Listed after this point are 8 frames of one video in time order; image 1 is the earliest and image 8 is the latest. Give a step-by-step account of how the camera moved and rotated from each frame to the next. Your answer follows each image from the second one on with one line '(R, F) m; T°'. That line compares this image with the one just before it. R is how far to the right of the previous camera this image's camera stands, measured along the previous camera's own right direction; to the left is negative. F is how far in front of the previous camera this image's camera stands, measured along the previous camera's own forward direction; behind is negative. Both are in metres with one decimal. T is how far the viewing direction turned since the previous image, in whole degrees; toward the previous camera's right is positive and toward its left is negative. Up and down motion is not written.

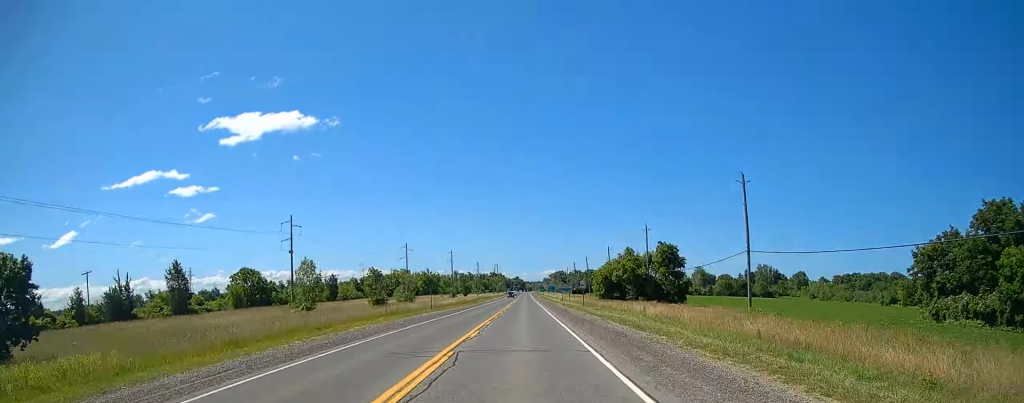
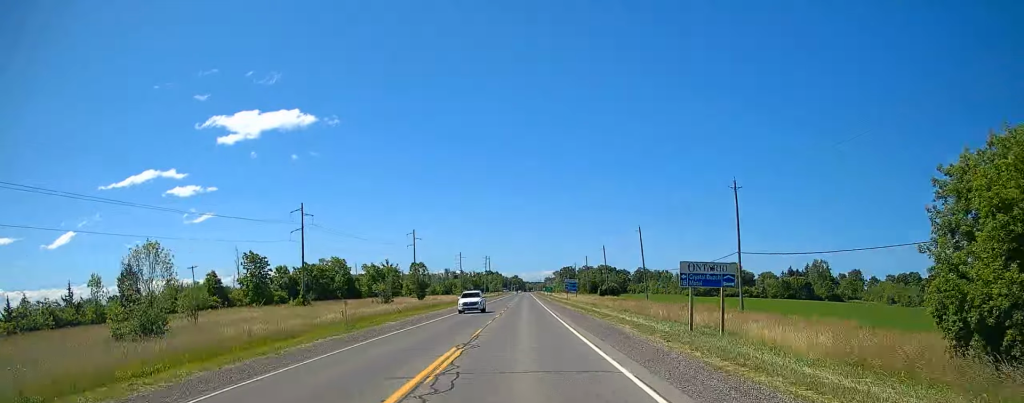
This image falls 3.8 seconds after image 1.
(0.0, +96.2) m; 0°
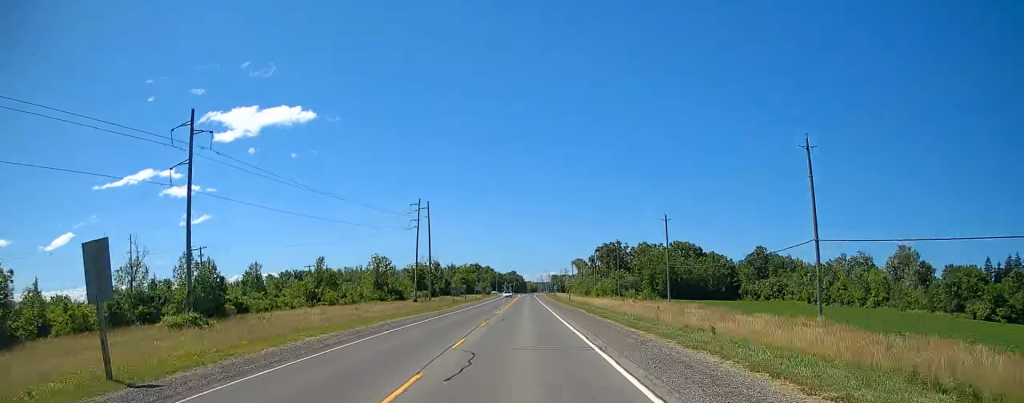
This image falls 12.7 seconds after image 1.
(-0.1, +212.6) m; 0°
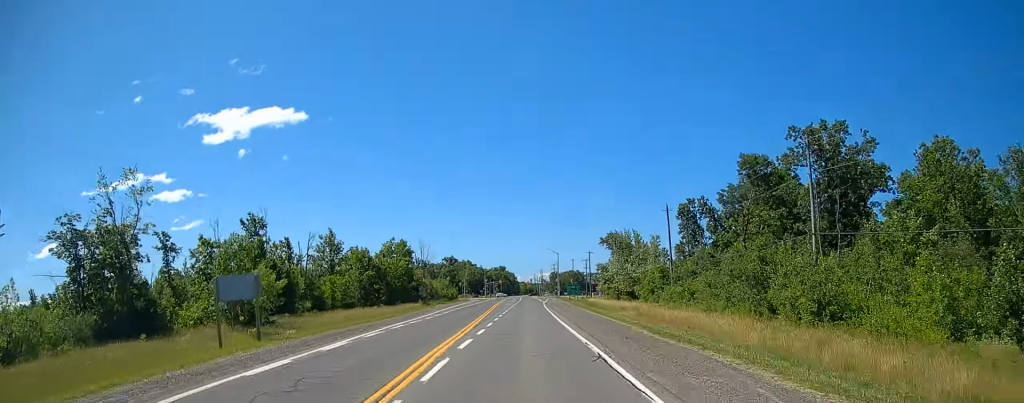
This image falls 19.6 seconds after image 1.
(+0.9, +145.0) m; +1°
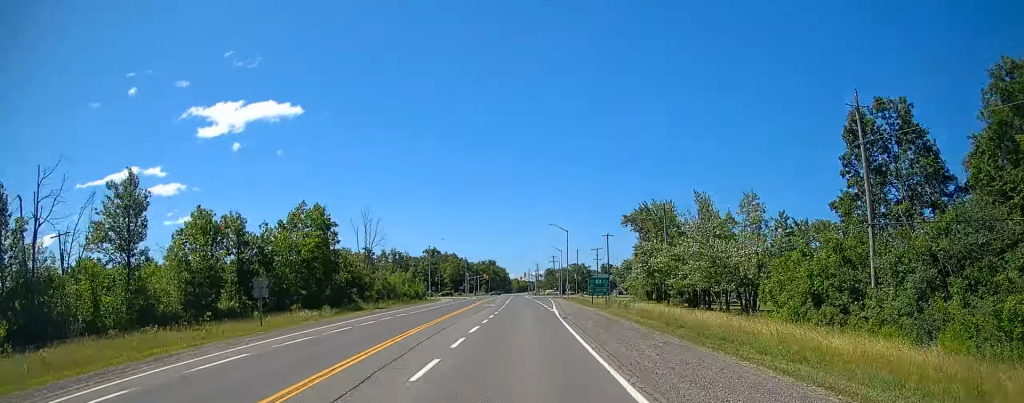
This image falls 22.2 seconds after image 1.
(+0.2, +49.1) m; +1°
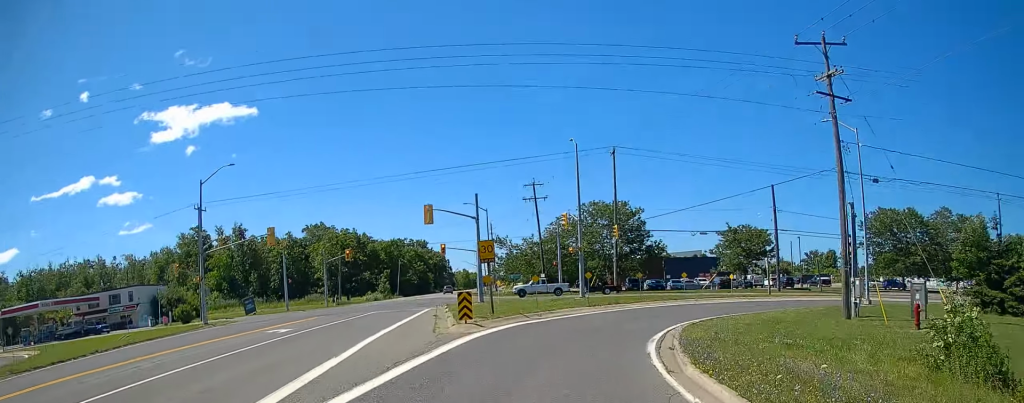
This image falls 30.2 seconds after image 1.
(+17.0, +123.7) m; +37°
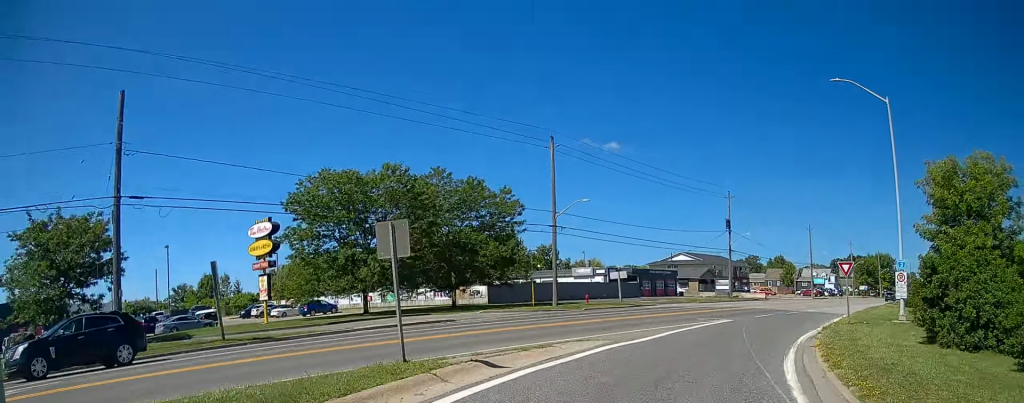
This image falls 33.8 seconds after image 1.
(+9.9, +46.2) m; +34°
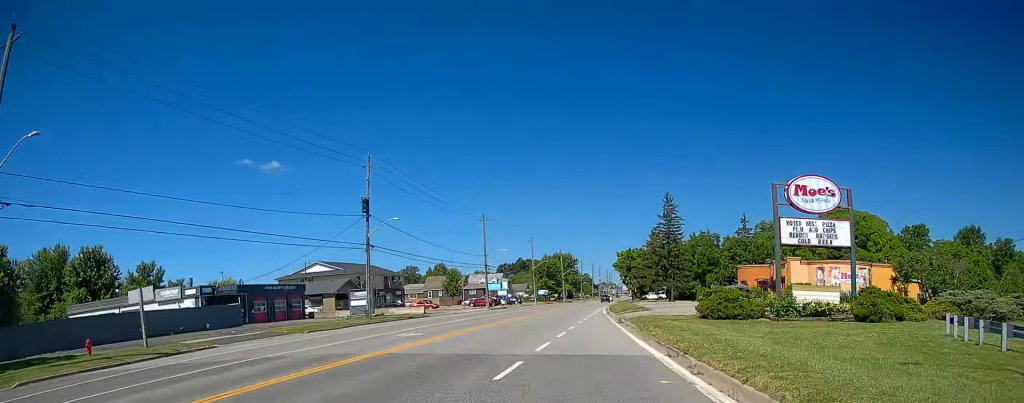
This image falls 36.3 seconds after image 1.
(+13.3, +34.0) m; +12°
